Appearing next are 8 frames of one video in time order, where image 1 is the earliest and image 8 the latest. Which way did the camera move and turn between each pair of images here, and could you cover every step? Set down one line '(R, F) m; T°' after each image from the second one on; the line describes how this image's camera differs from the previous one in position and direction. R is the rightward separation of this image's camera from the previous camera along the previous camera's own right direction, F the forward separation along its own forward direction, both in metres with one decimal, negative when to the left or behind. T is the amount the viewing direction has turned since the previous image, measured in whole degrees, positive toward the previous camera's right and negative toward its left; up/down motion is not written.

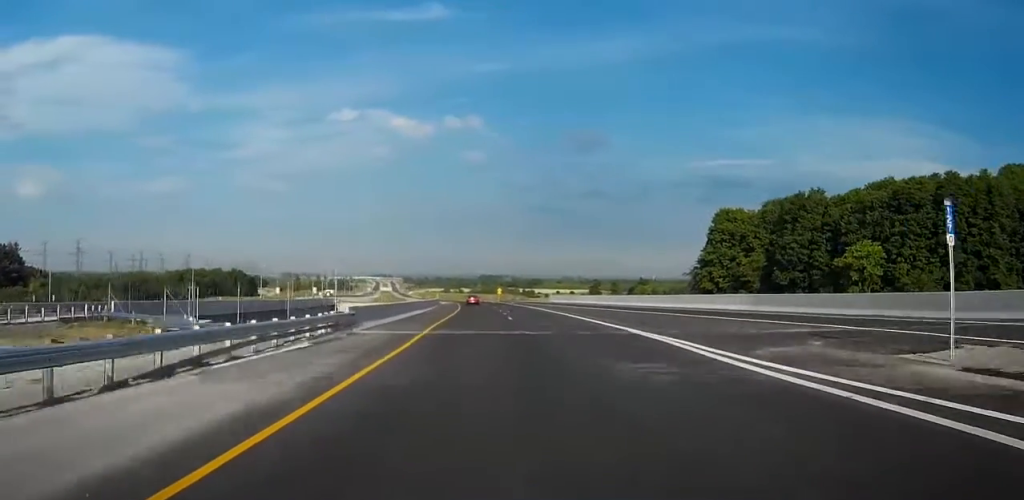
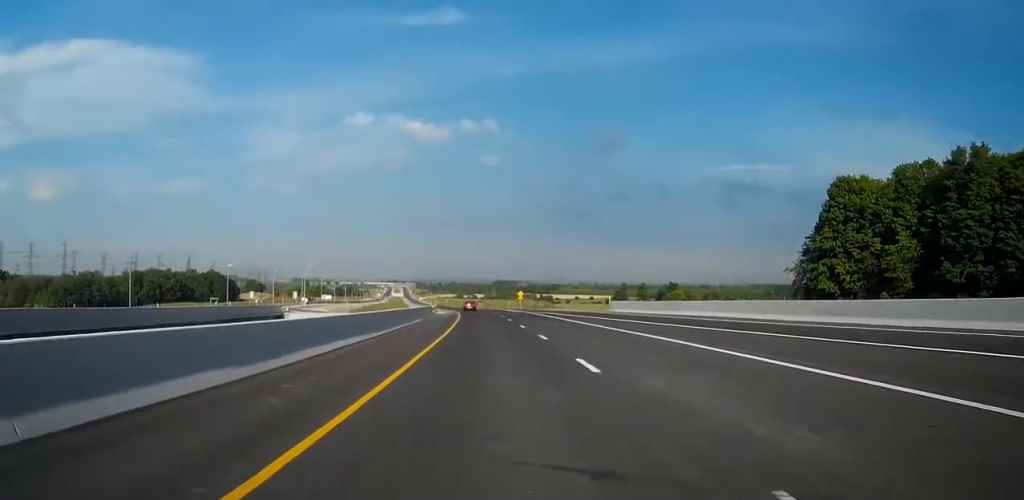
(-0.4, +50.9) m; -1°
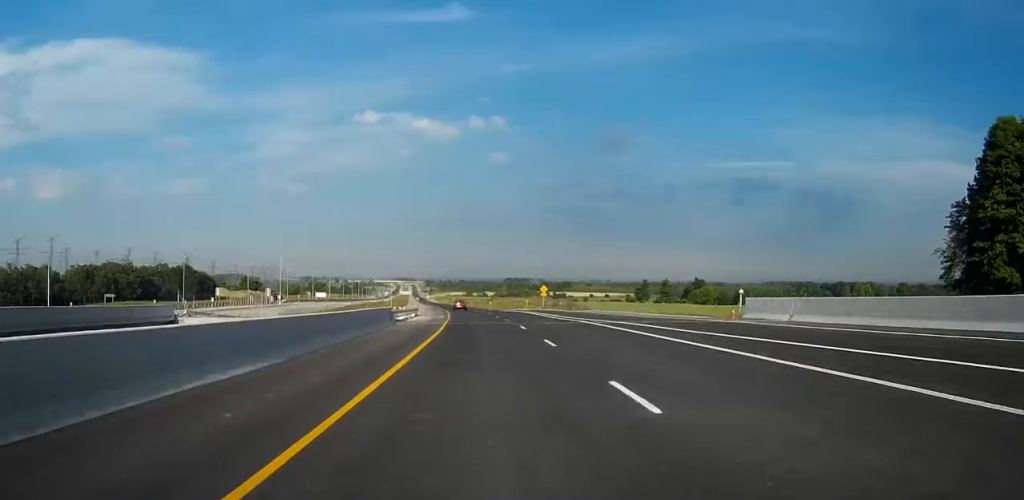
(-0.8, +41.0) m; -2°
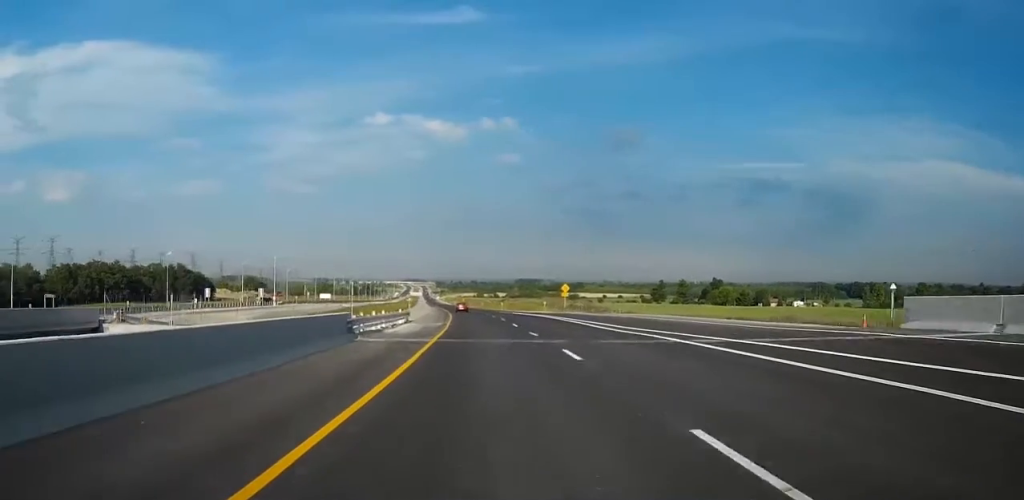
(-0.1, +16.1) m; 0°
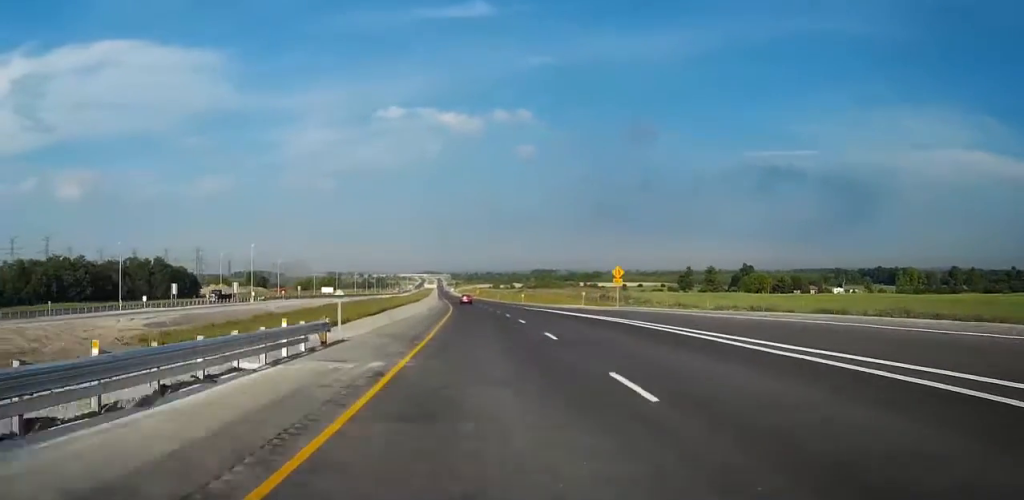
(0.0, +30.5) m; 0°
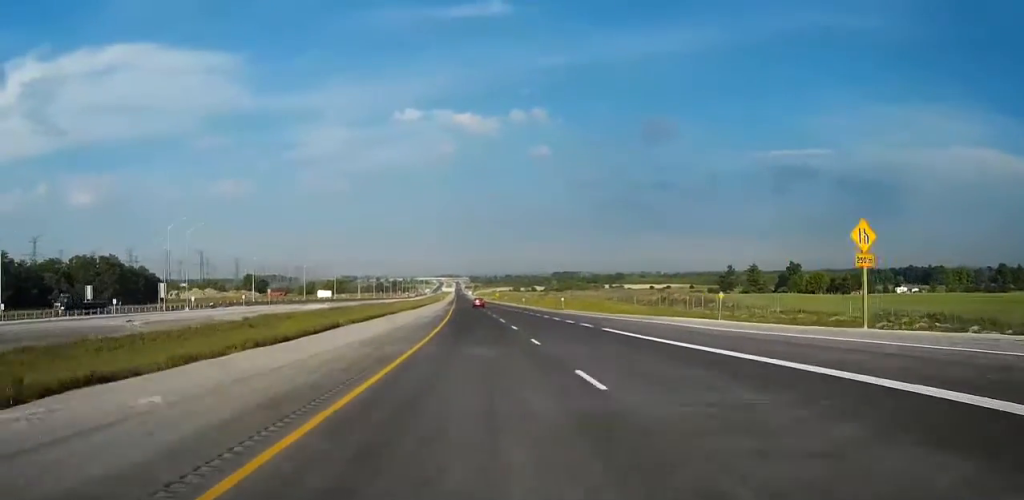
(0.0, +45.2) m; -1°
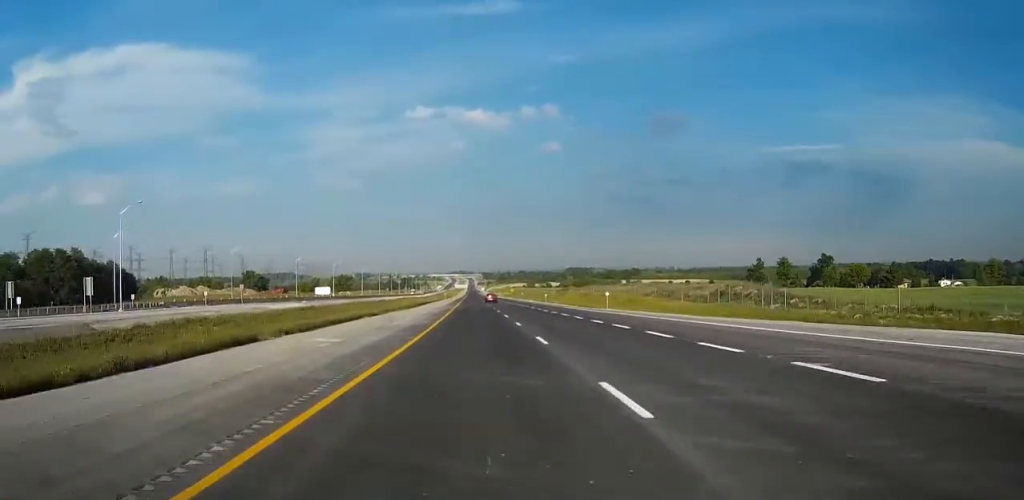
(-0.3, +26.7) m; -1°
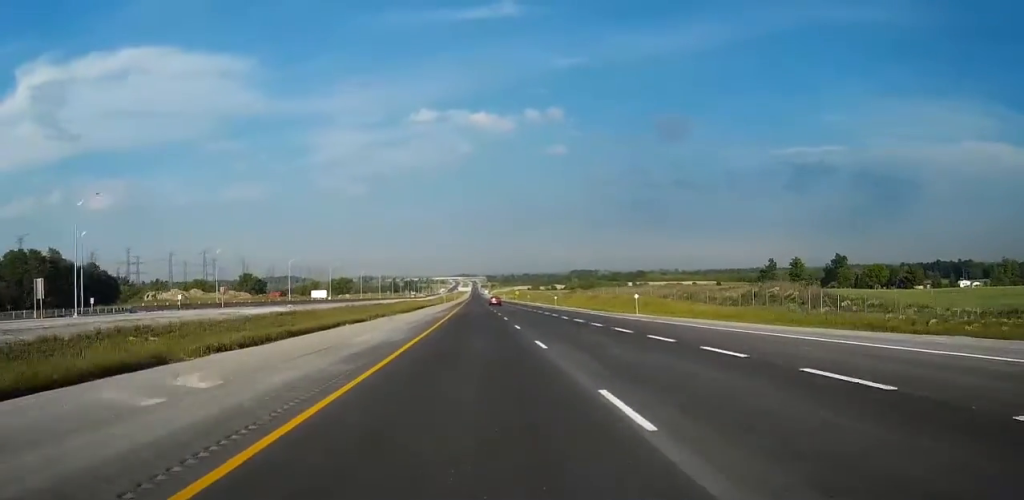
(-0.2, +12.3) m; -1°
